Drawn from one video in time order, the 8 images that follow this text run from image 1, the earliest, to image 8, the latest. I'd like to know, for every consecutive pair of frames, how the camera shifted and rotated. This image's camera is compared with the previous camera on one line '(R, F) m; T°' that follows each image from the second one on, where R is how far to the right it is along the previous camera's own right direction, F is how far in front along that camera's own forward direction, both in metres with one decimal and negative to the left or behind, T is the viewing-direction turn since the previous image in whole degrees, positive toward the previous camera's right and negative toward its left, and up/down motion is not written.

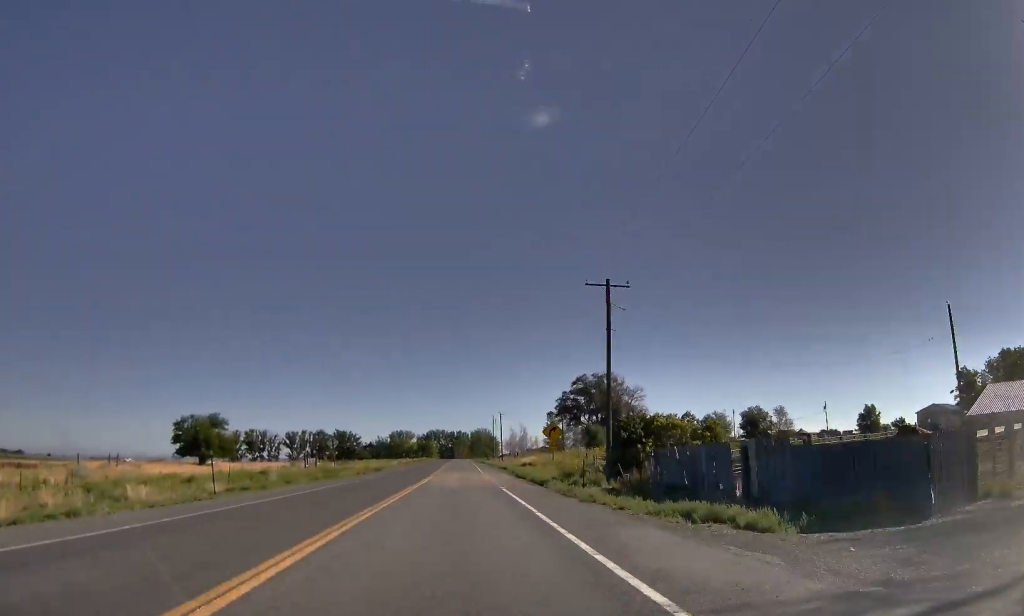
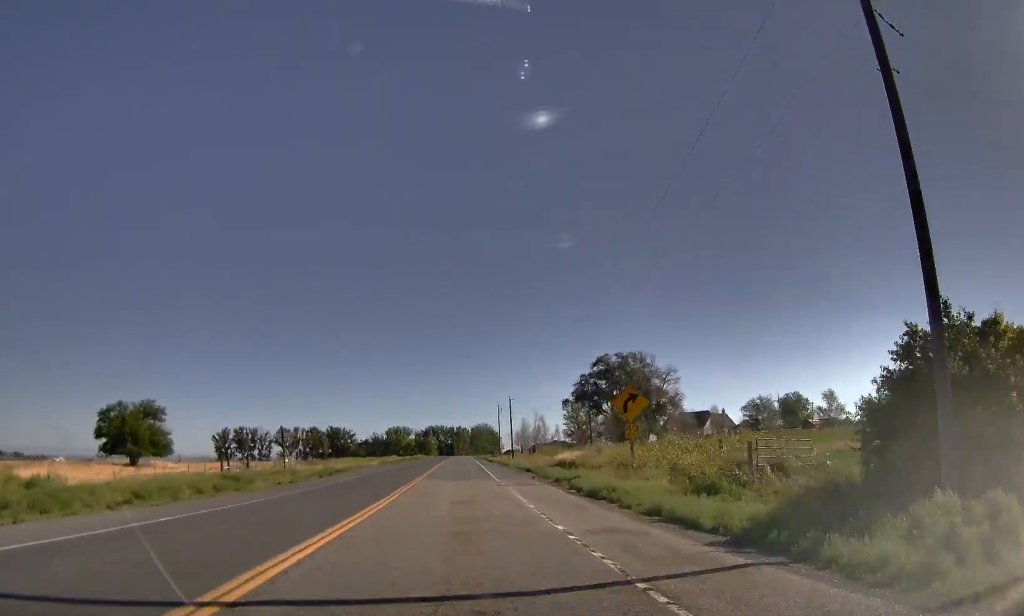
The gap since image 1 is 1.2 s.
(-0.7, +26.0) m; 0°
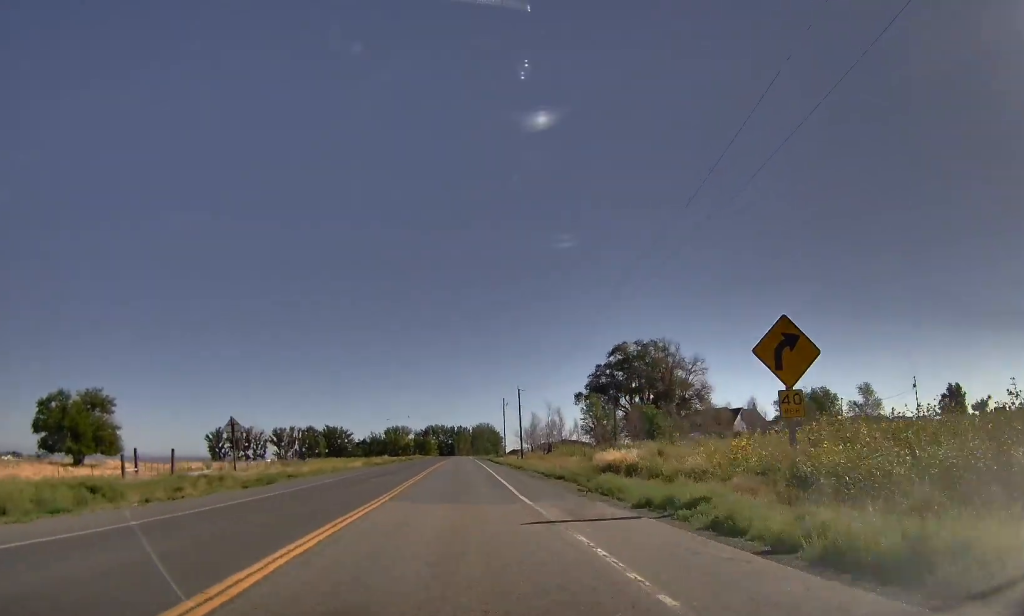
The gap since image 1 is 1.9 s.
(+0.8, +15.0) m; 0°
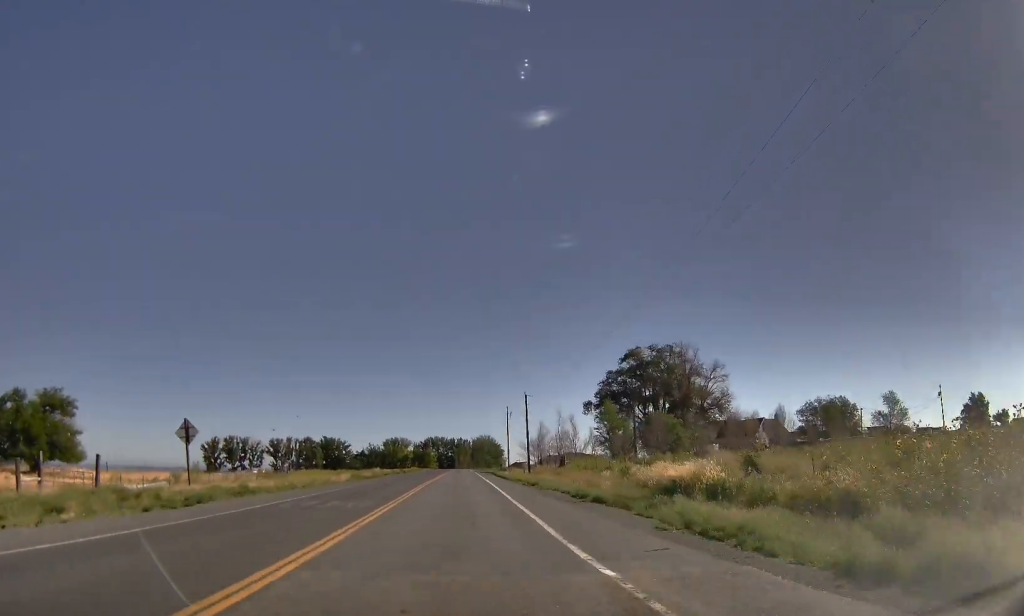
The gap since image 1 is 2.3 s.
(+0.1, +9.0) m; 0°
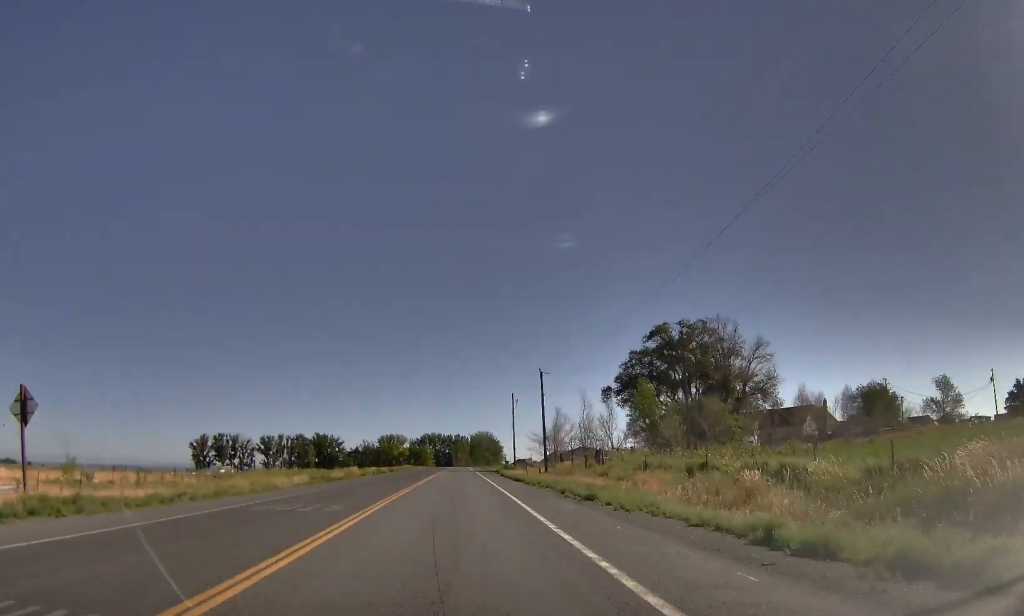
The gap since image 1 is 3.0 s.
(-0.8, +17.5) m; -1°
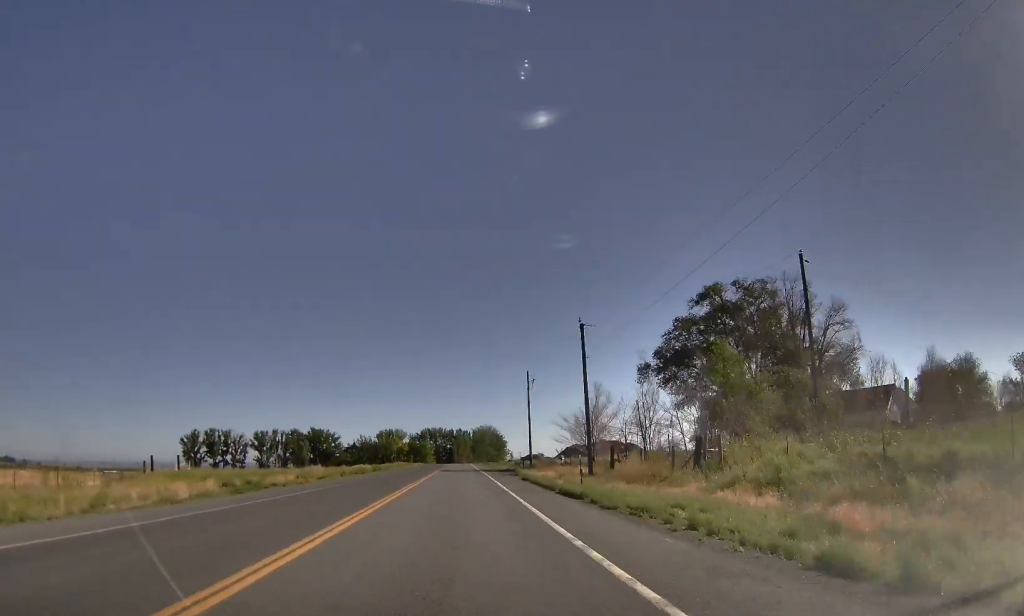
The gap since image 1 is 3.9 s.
(+0.6, +20.3) m; 0°
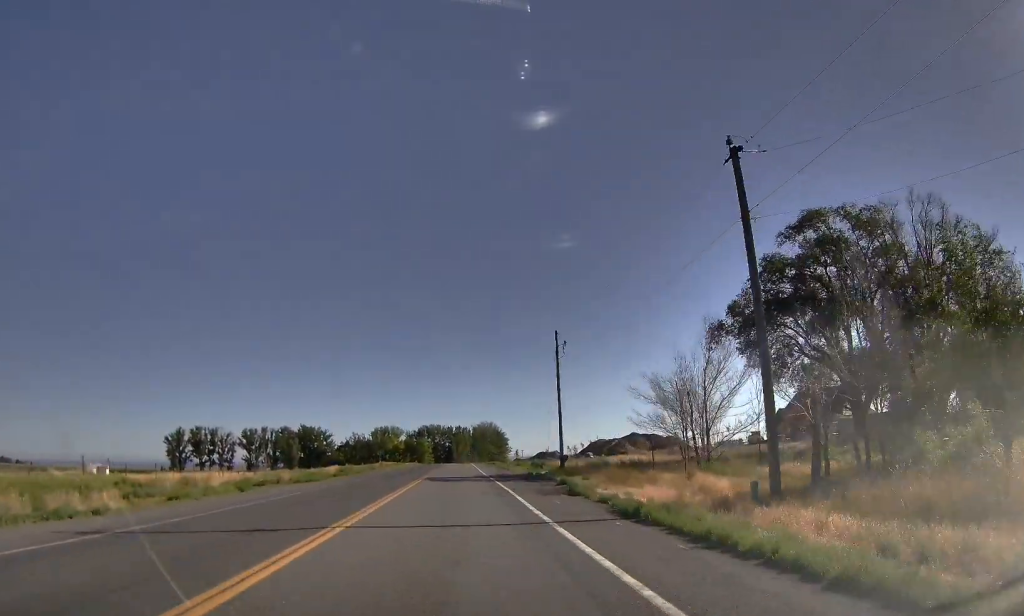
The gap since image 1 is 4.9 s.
(-0.3, +25.2) m; 0°
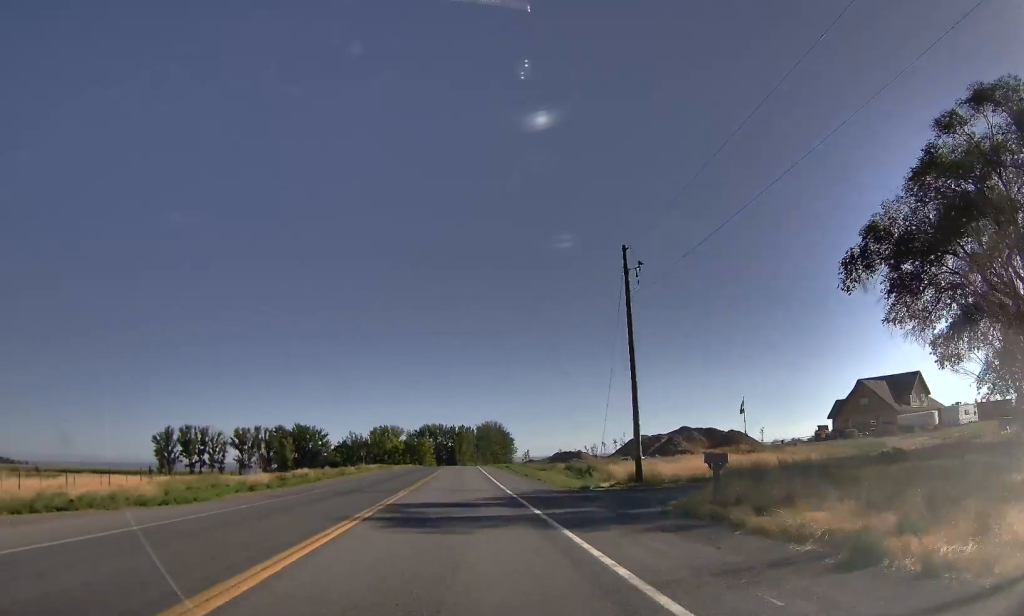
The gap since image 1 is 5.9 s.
(+0.2, +24.9) m; +1°
